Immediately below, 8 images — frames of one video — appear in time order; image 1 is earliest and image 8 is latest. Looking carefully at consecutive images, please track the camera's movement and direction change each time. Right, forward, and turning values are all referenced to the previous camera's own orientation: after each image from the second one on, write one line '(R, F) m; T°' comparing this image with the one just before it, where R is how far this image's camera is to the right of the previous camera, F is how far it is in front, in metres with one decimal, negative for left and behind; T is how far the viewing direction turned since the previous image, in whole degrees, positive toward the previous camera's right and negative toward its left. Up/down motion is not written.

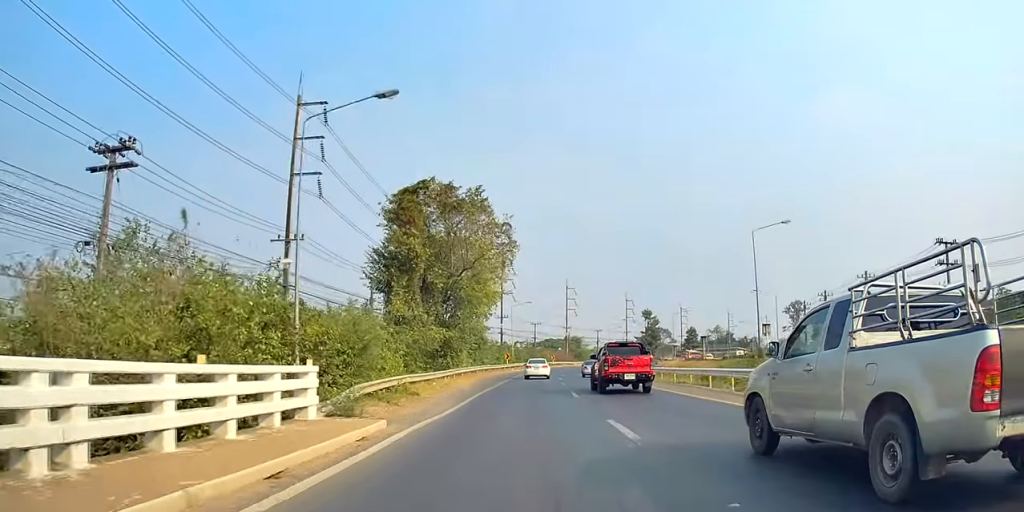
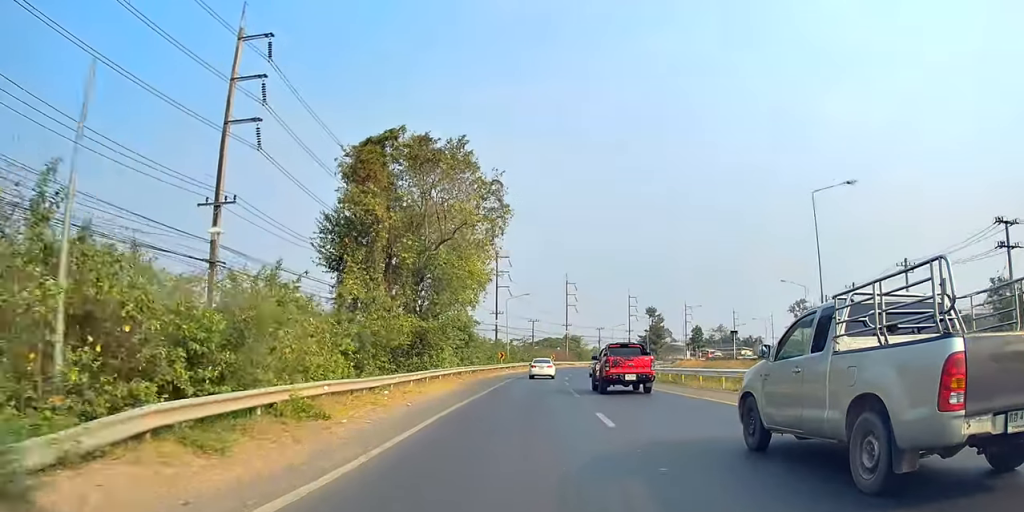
(+0.6, +10.4) m; 0°
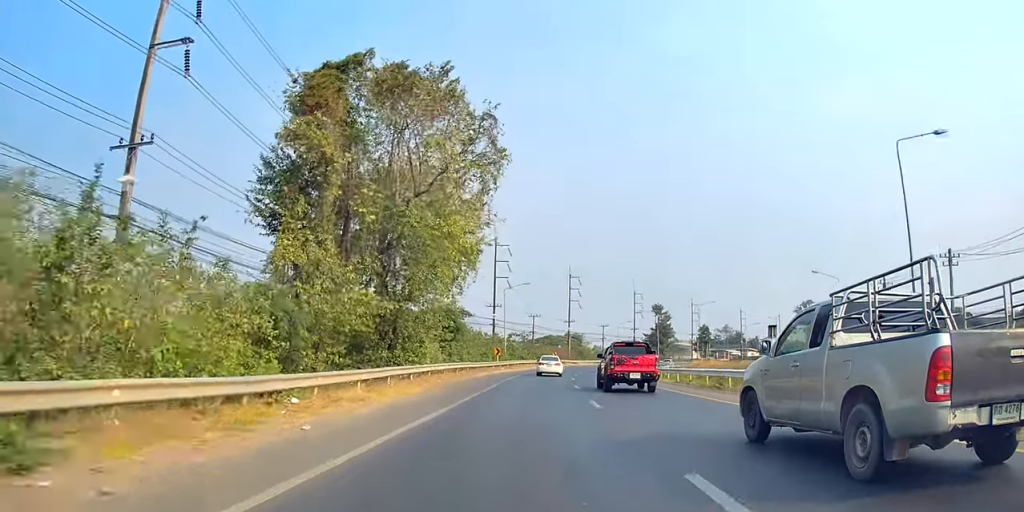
(+0.1, +8.5) m; 0°
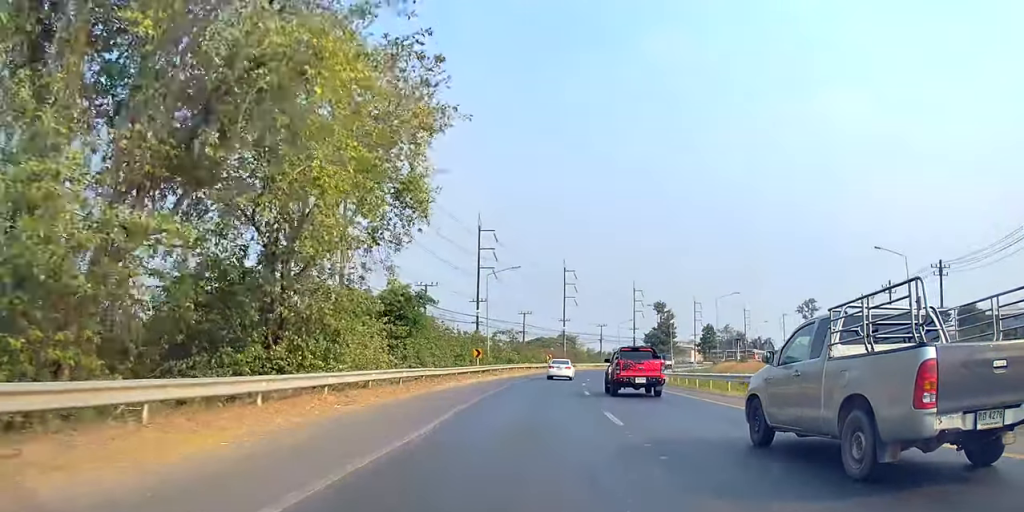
(-0.6, +15.1) m; -2°
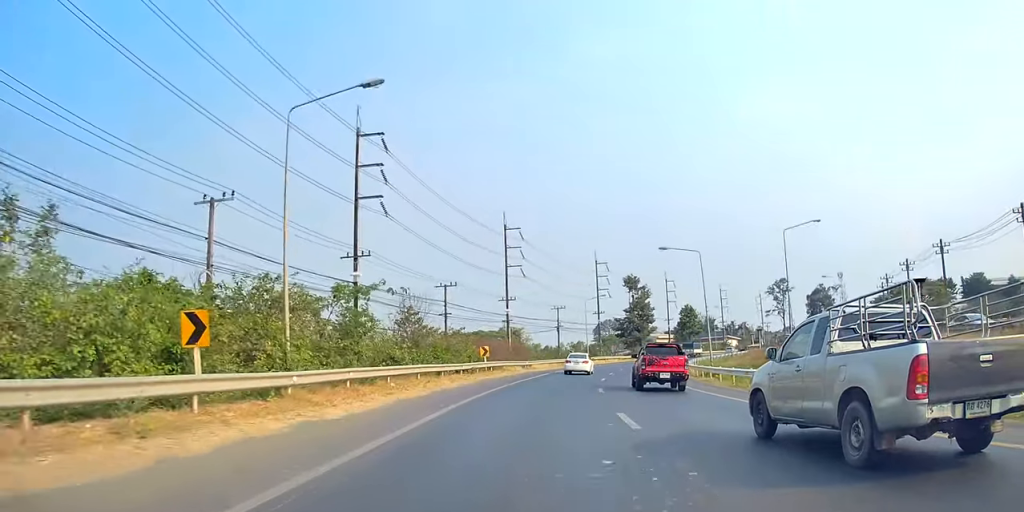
(+2.2, +37.4) m; +6°
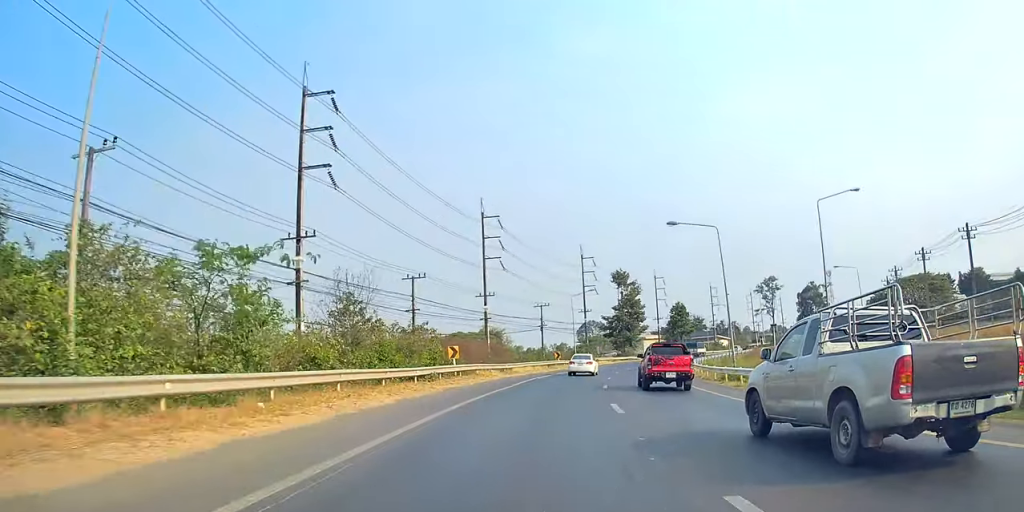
(0.0, +8.8) m; 0°
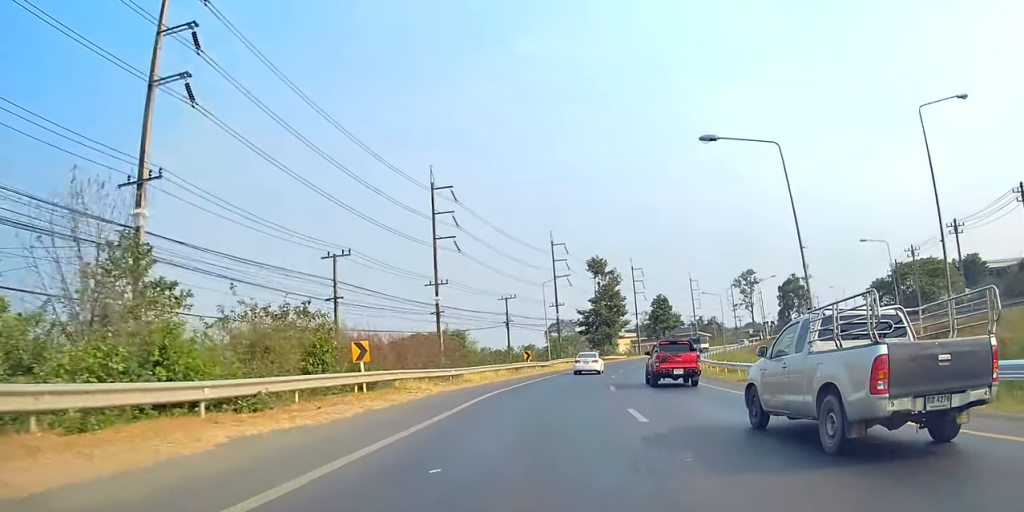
(0.0, +15.1) m; +2°
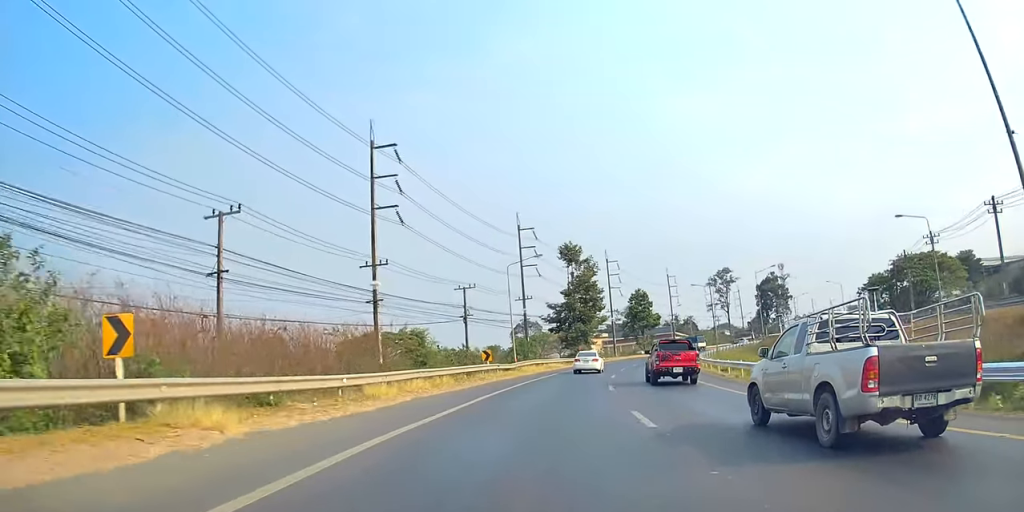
(+0.2, +13.4) m; +3°
